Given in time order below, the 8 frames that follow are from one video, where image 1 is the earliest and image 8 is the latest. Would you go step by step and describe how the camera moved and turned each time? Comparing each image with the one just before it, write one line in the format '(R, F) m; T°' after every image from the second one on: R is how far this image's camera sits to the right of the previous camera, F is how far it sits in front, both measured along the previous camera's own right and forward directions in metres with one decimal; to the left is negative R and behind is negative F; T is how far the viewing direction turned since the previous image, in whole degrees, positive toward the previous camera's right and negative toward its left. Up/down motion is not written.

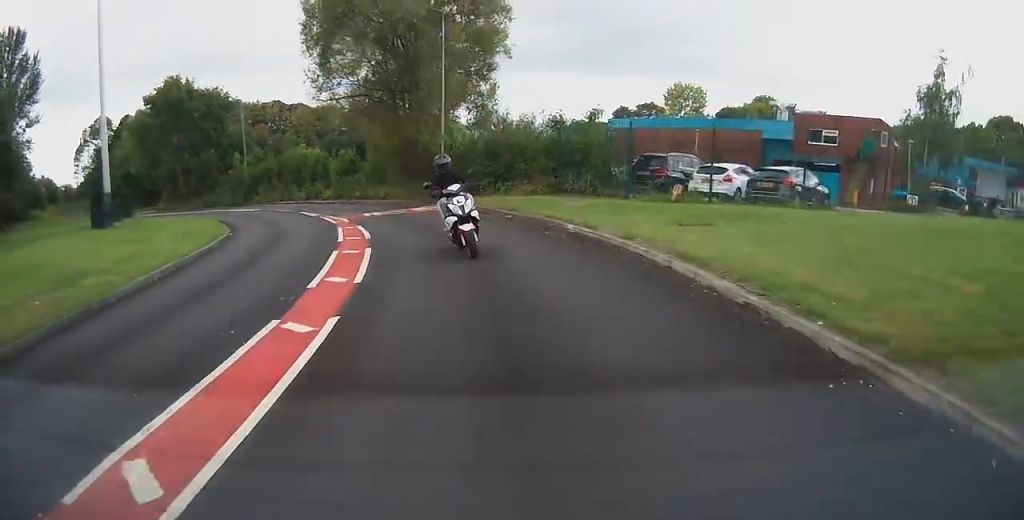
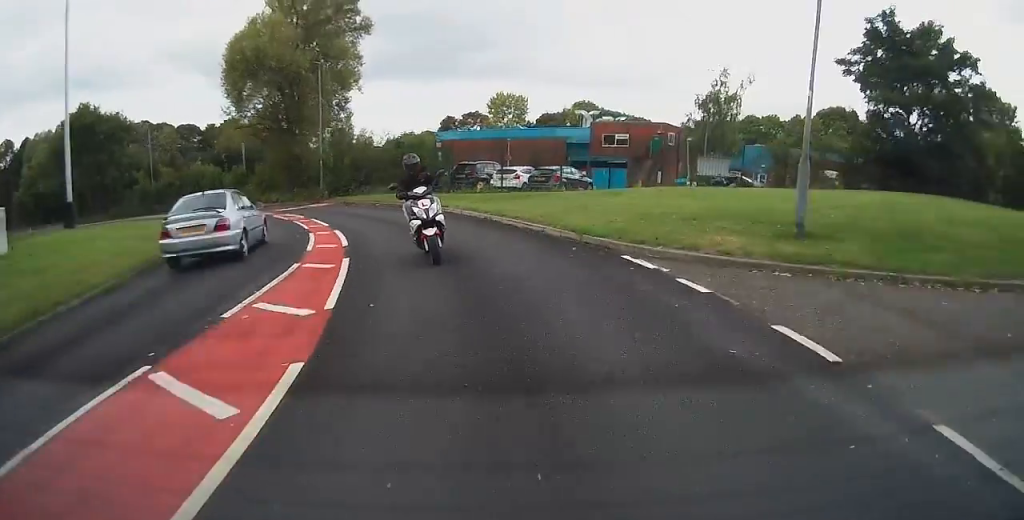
(+1.4, +10.9) m; +16°
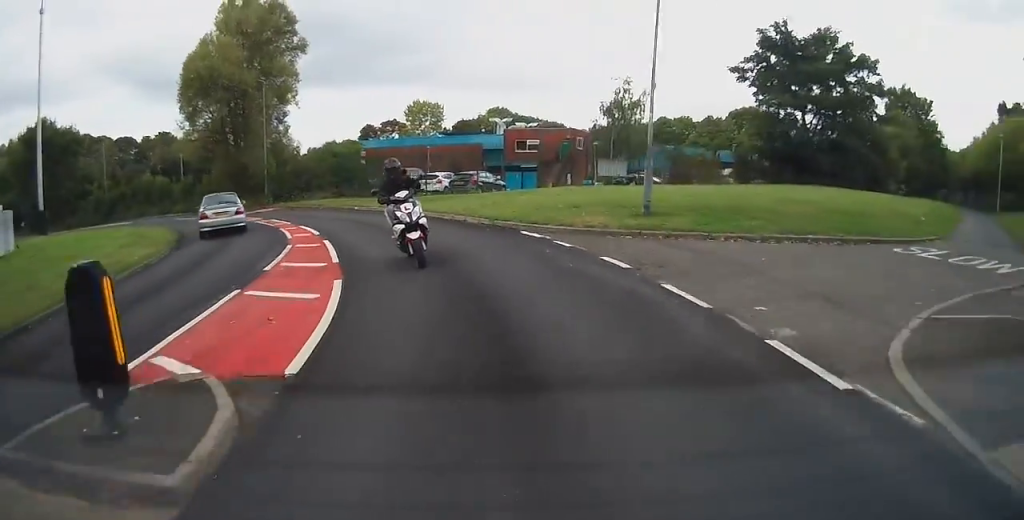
(+0.3, +4.3) m; +6°
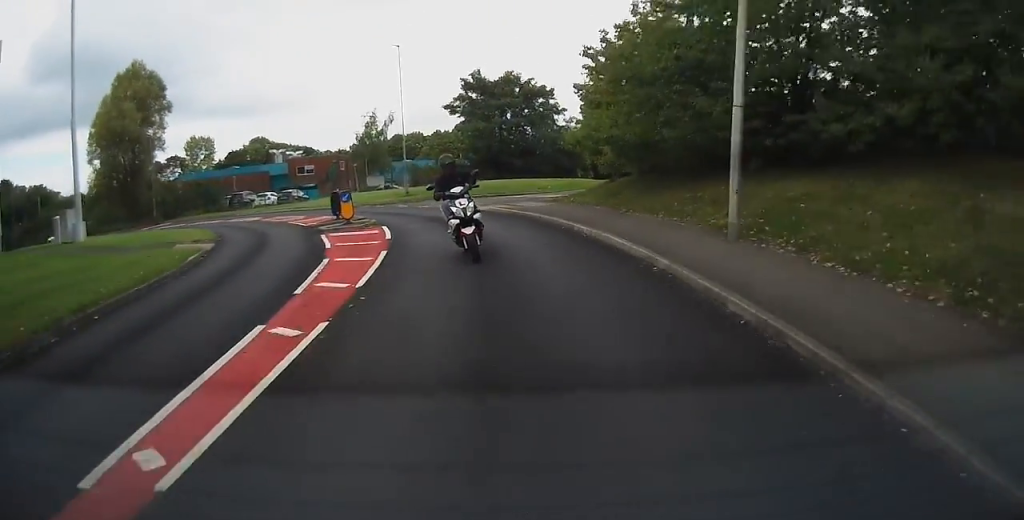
(+4.9, +19.4) m; +22°
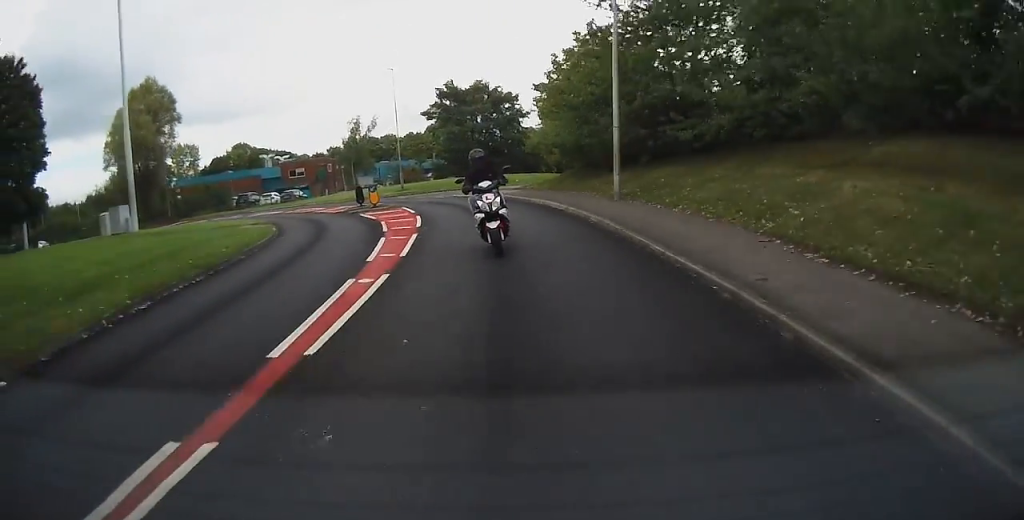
(+0.2, +8.2) m; +1°
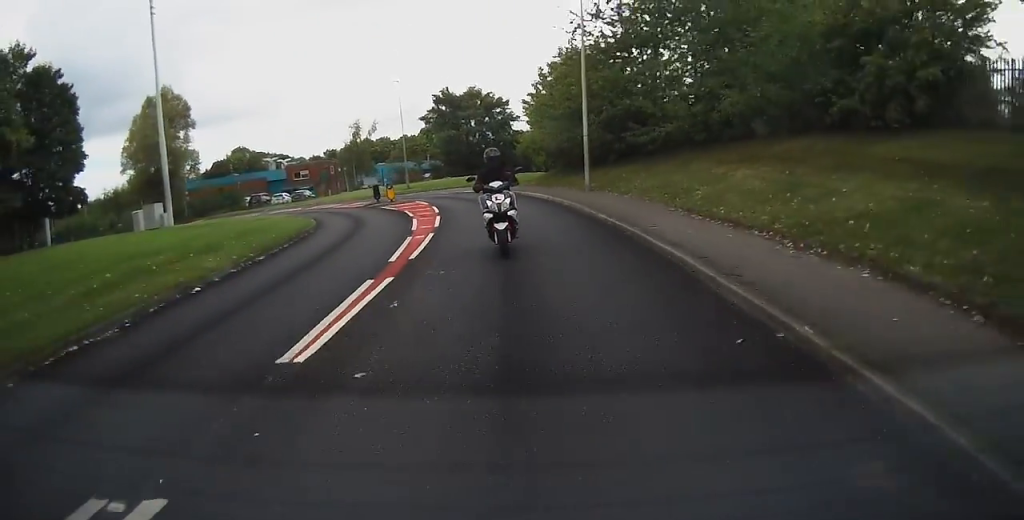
(-0.2, +5.4) m; +1°
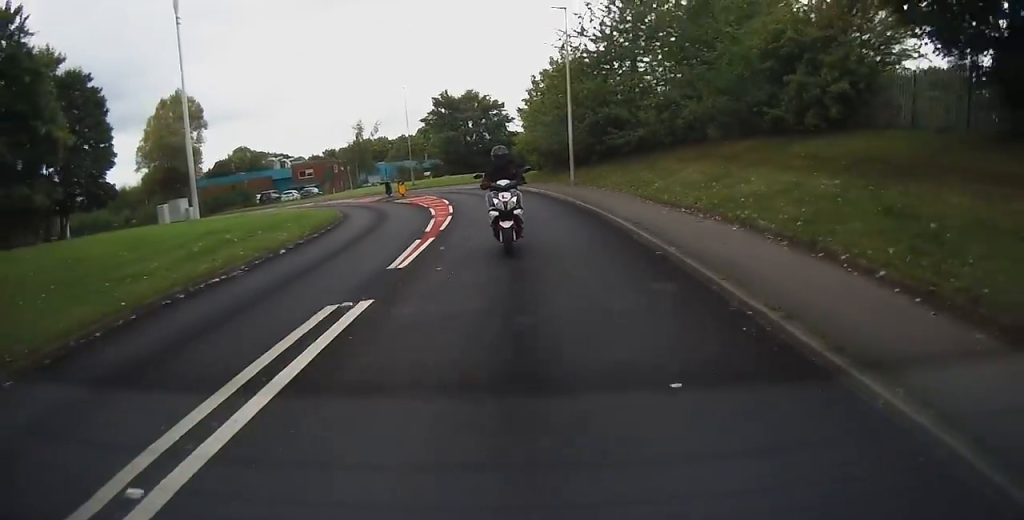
(+0.1, +4.6) m; 0°
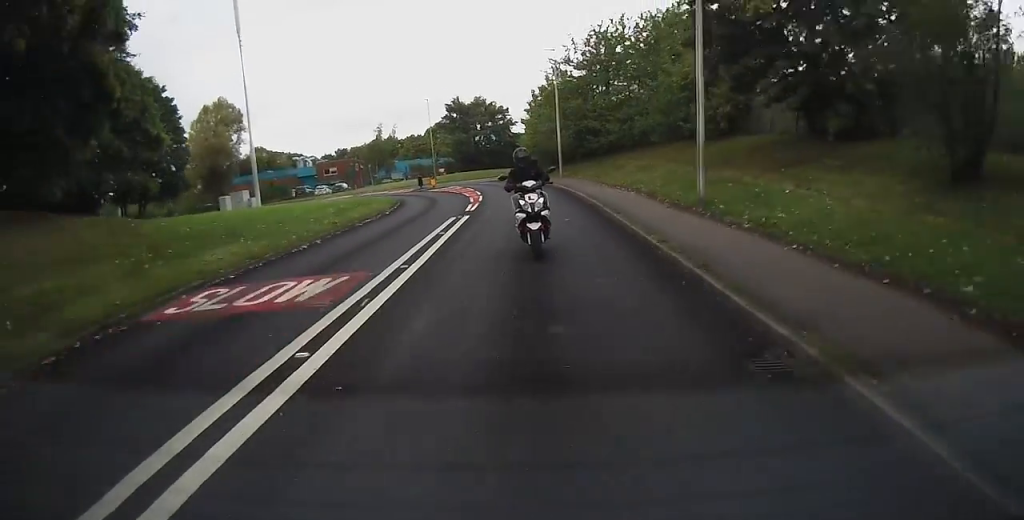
(+0.1, +11.6) m; -2°
